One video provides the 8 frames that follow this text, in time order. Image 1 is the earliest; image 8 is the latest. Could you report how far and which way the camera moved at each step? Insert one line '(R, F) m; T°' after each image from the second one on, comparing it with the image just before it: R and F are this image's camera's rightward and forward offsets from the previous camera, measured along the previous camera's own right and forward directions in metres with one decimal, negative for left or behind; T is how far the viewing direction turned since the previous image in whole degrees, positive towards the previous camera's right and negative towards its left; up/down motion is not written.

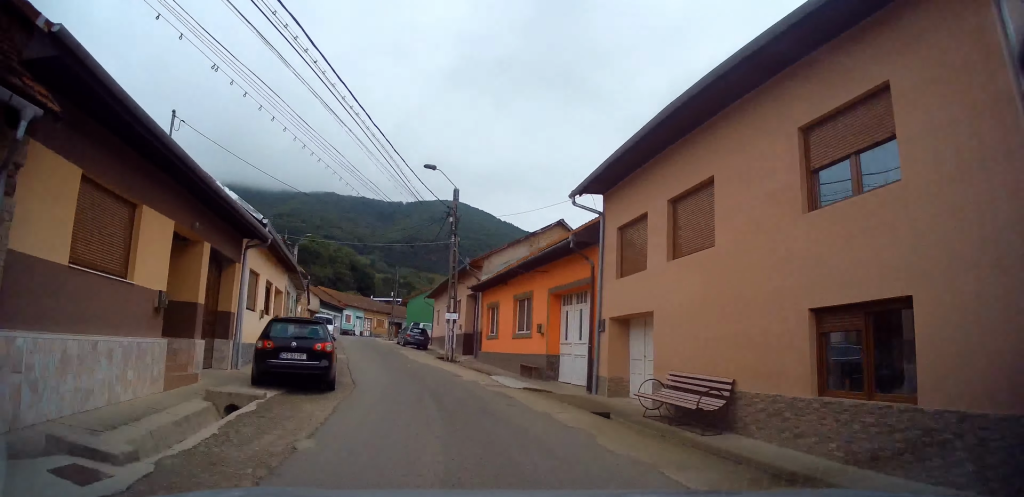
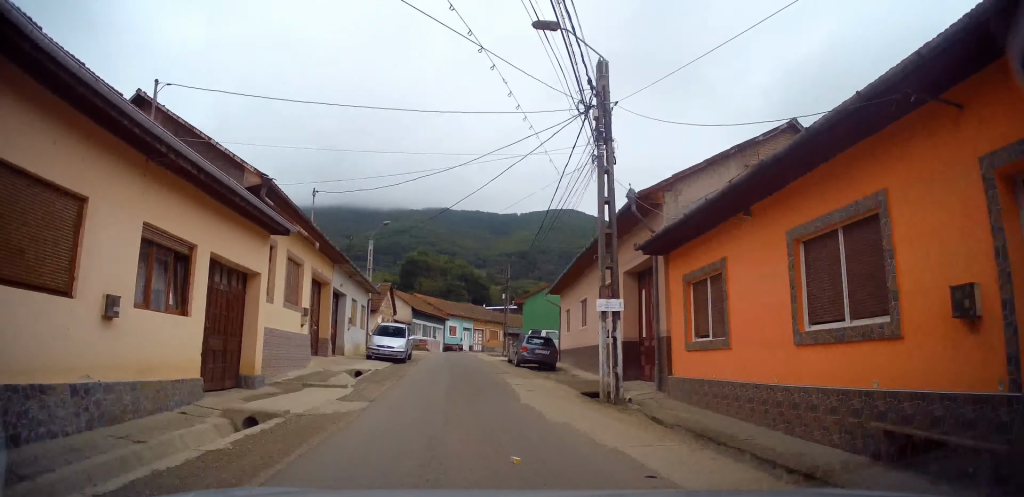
(-1.3, +13.0) m; -12°
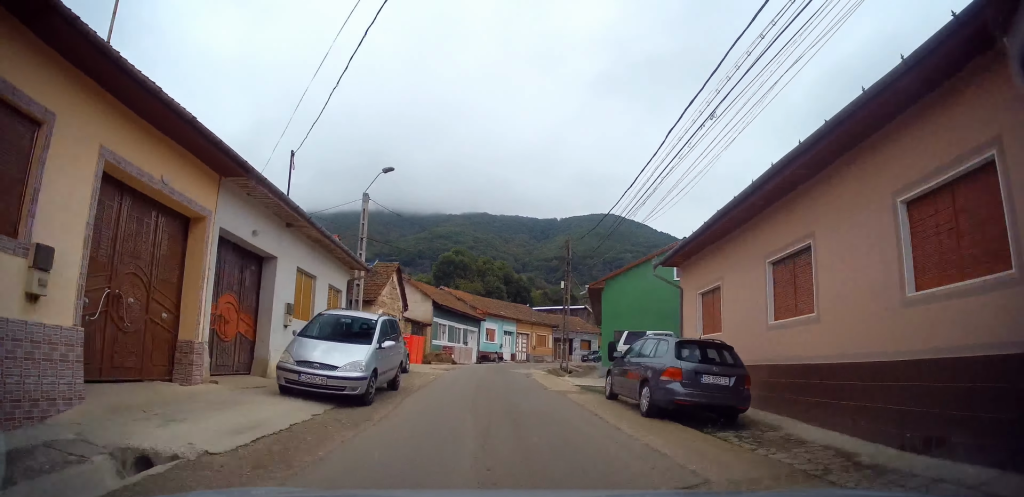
(-0.9, +13.4) m; -4°
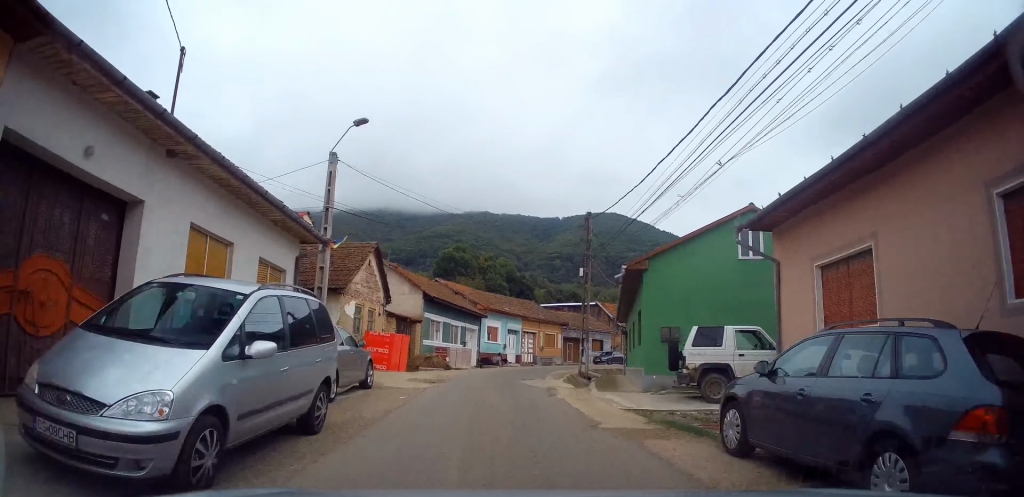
(0.0, +5.9) m; +1°
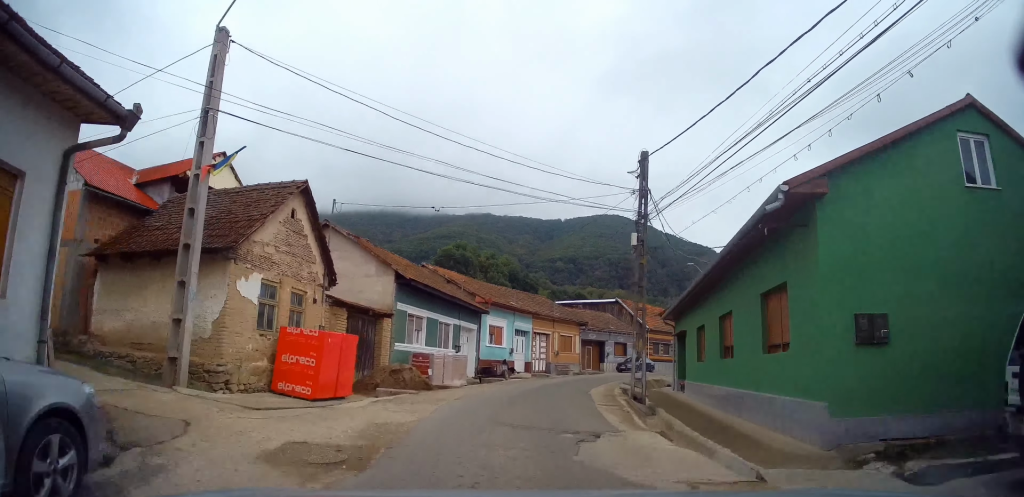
(+0.2, +9.9) m; +1°
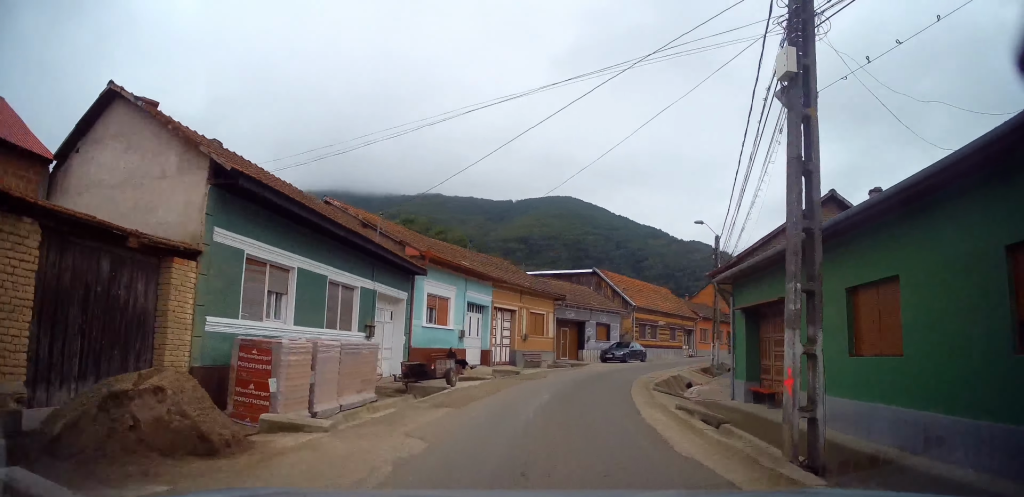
(+0.1, +12.4) m; +3°
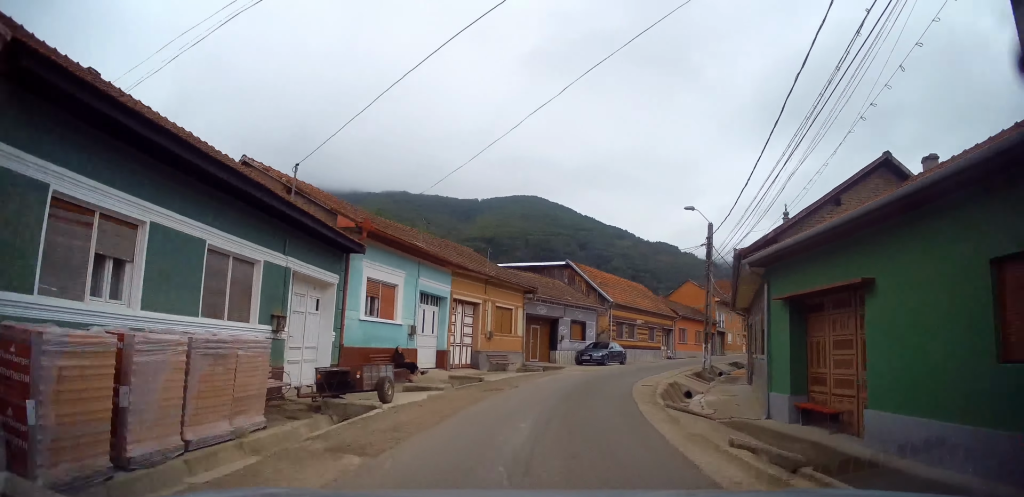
(-0.1, +4.5) m; +3°
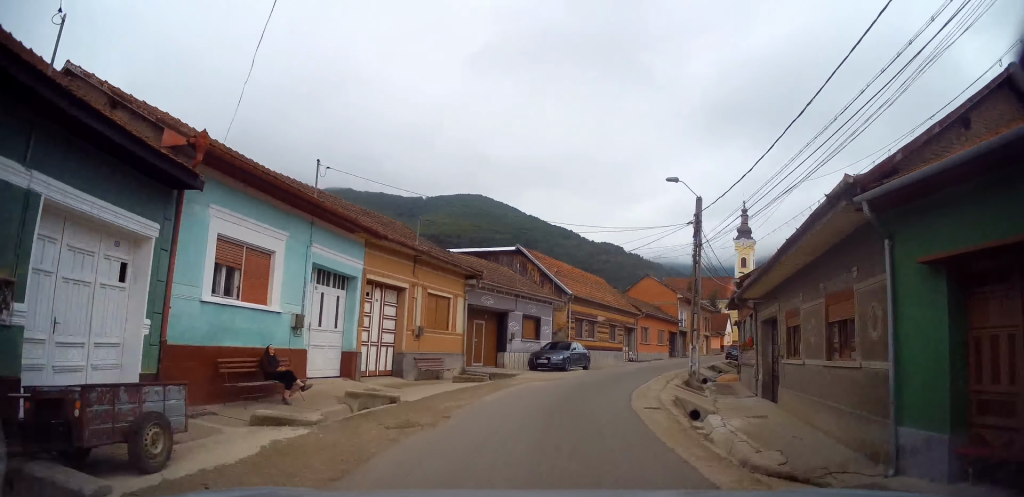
(+0.5, +6.2) m; +8°
